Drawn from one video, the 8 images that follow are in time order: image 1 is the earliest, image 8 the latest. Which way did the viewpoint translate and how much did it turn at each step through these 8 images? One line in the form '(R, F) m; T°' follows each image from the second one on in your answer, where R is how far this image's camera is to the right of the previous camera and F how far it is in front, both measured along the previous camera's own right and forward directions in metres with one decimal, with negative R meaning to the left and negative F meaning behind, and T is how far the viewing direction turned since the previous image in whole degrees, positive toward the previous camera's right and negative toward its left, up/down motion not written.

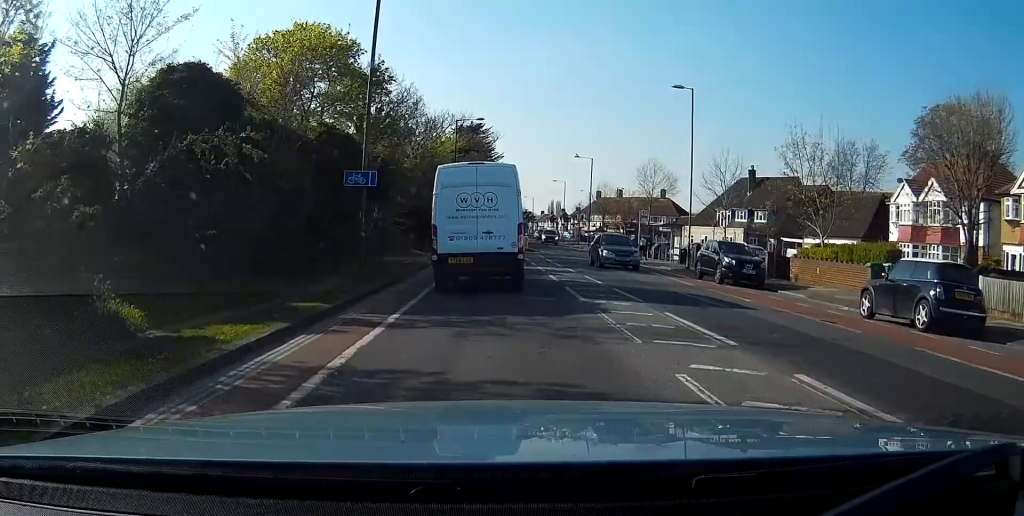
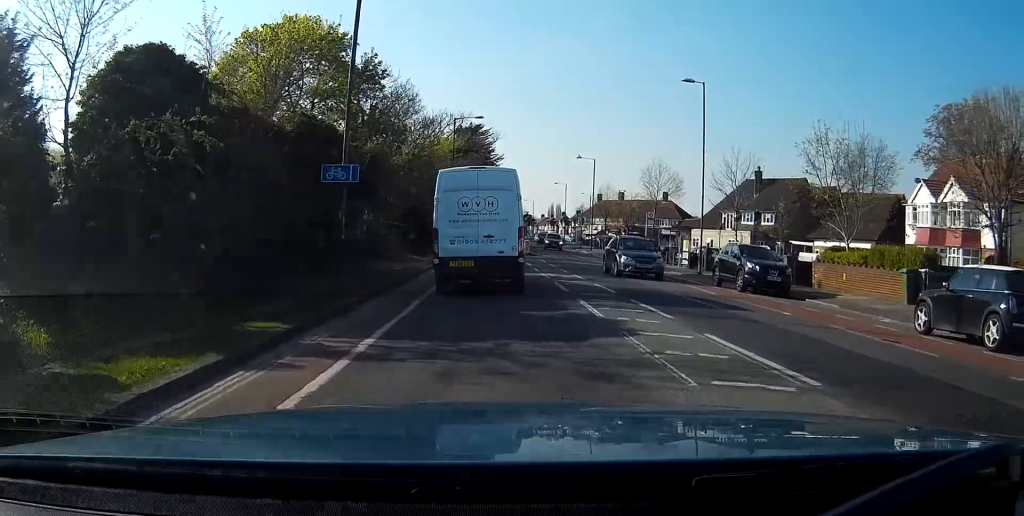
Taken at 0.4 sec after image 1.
(-0.1, +2.5) m; 0°
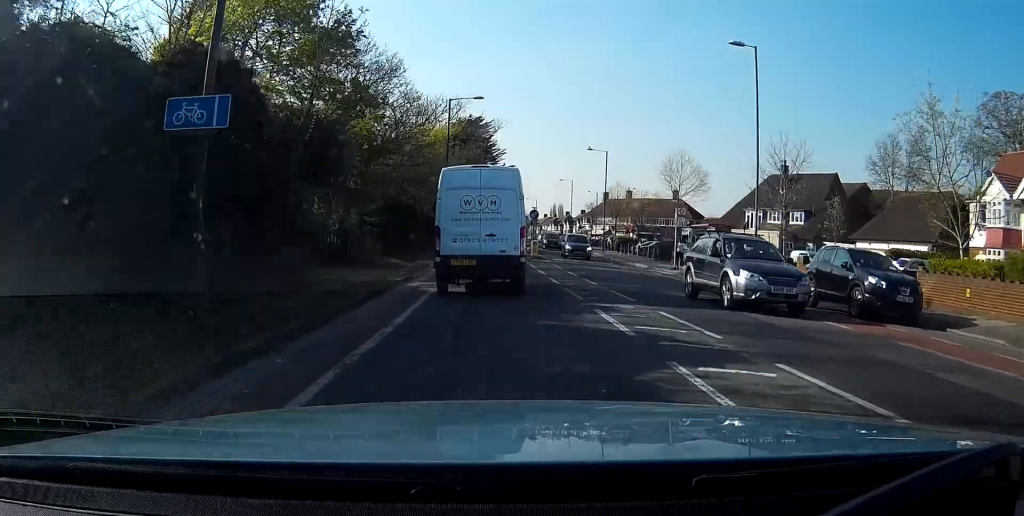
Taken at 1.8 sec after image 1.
(0.0, +8.2) m; -1°
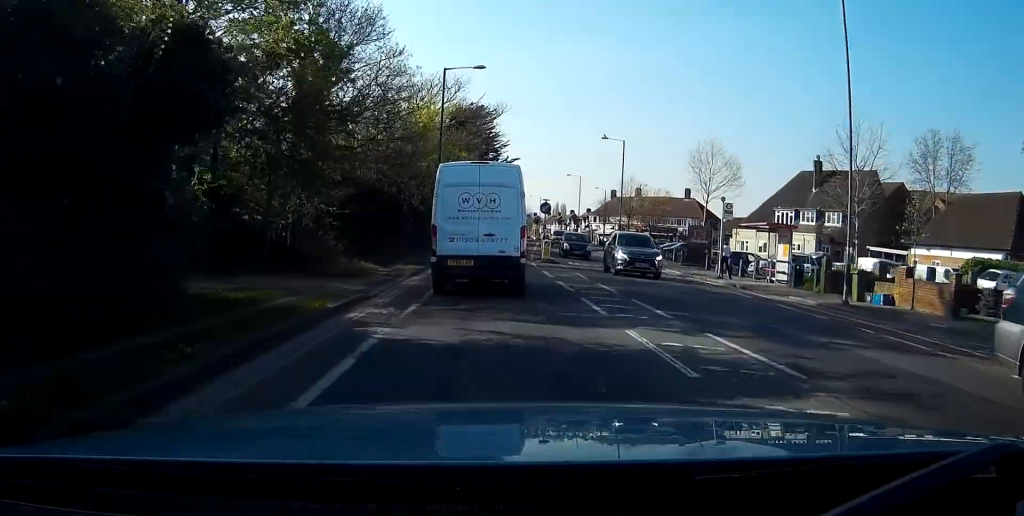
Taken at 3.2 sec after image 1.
(-0.1, +8.4) m; 0°
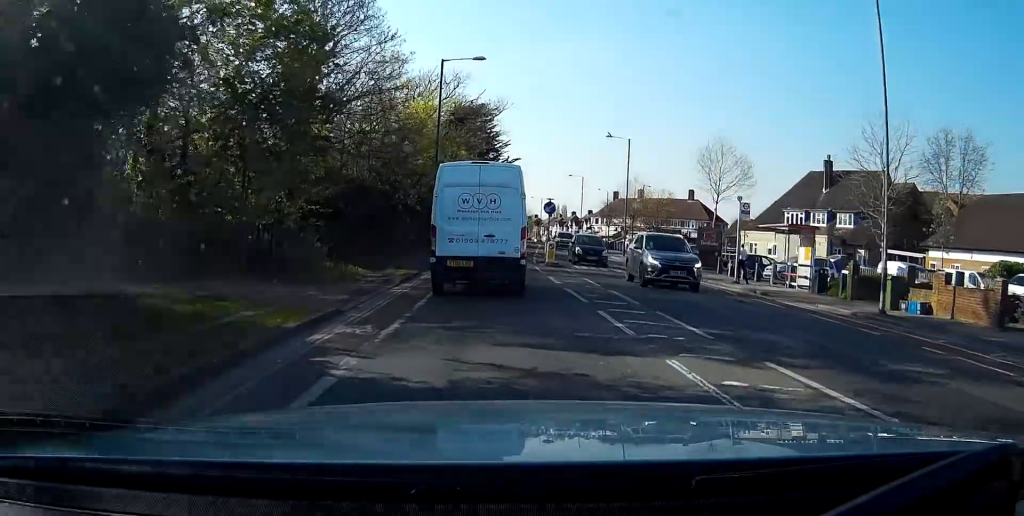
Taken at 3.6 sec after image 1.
(0.0, +2.3) m; 0°
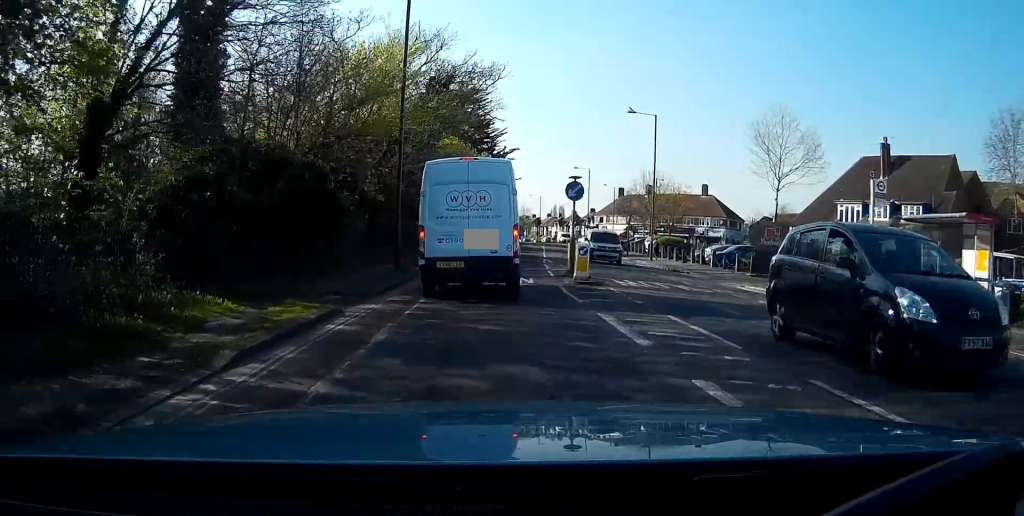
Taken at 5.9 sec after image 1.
(-0.1, +12.3) m; +1°
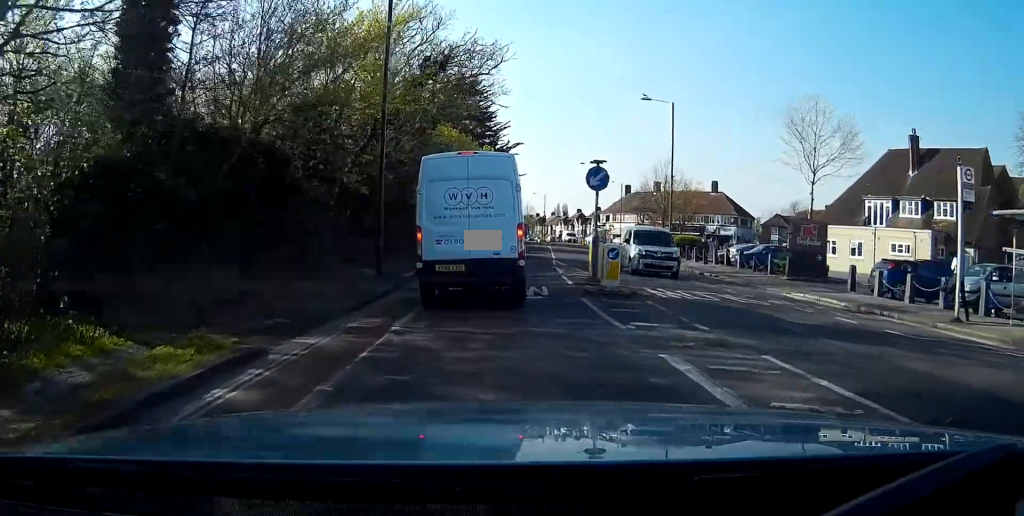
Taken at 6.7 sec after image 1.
(0.0, +4.3) m; 0°
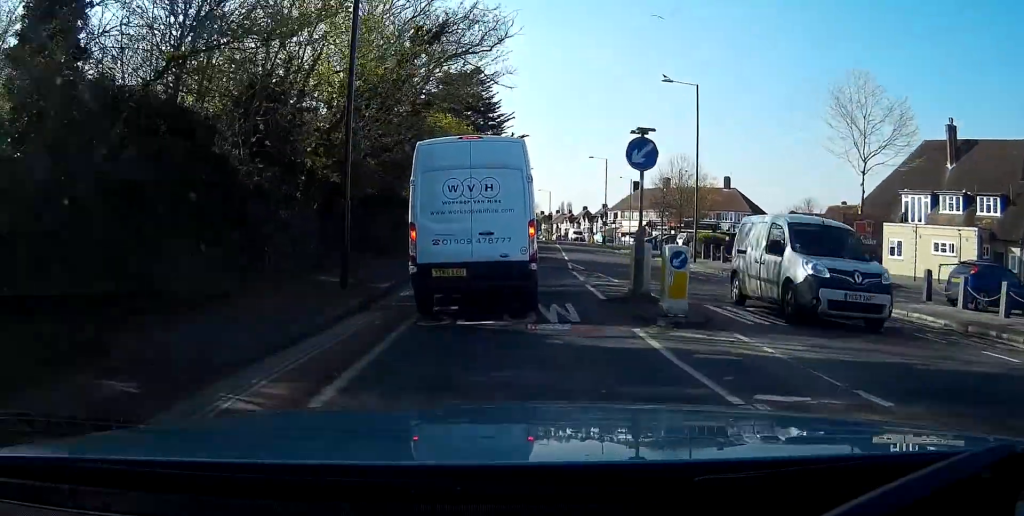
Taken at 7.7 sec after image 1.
(-0.1, +4.9) m; +2°
